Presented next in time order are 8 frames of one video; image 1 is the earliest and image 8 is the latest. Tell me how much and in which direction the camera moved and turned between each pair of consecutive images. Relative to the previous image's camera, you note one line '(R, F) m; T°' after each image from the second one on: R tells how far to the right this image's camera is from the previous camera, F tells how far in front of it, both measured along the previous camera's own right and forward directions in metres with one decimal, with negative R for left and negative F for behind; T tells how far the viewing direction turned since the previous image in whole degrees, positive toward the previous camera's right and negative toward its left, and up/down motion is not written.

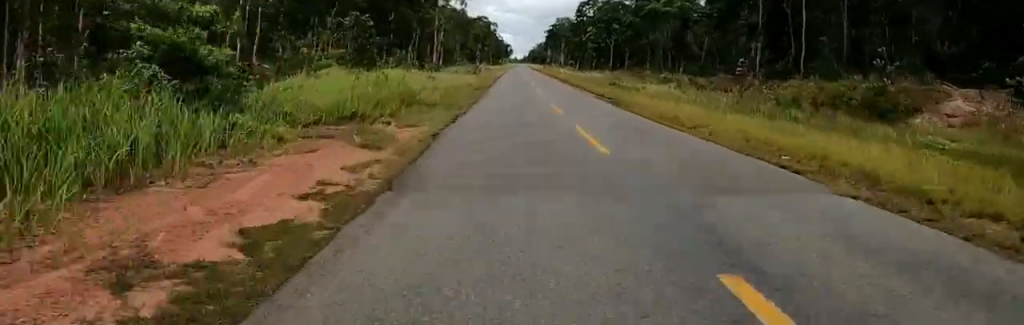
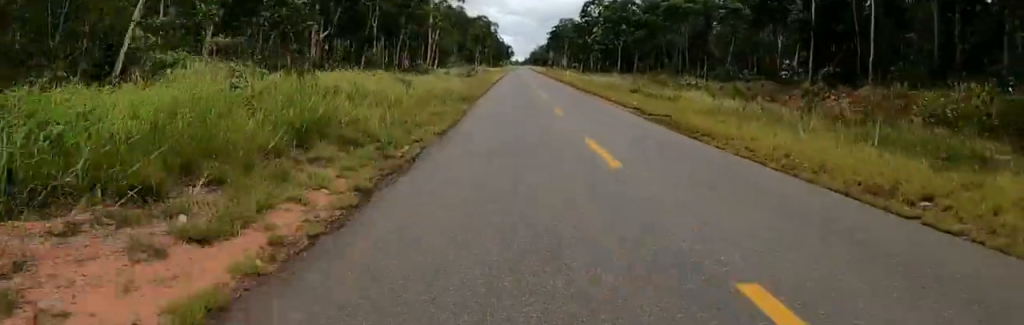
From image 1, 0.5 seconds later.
(-0.1, +8.0) m; +1°
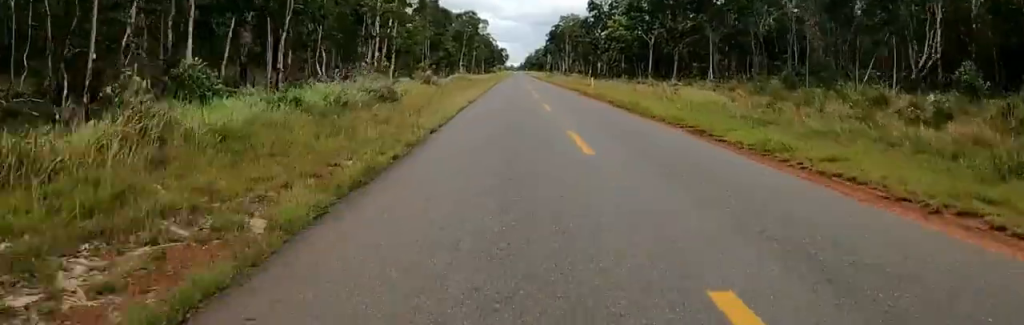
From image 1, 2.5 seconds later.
(+1.6, +31.3) m; +3°
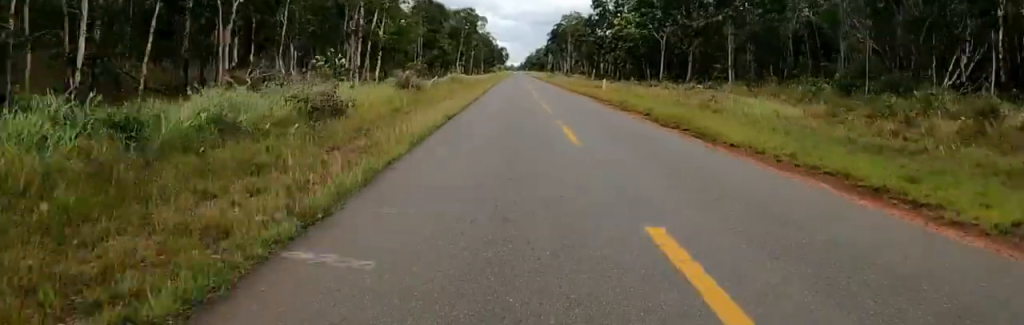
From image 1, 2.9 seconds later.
(0.0, +6.4) m; 0°
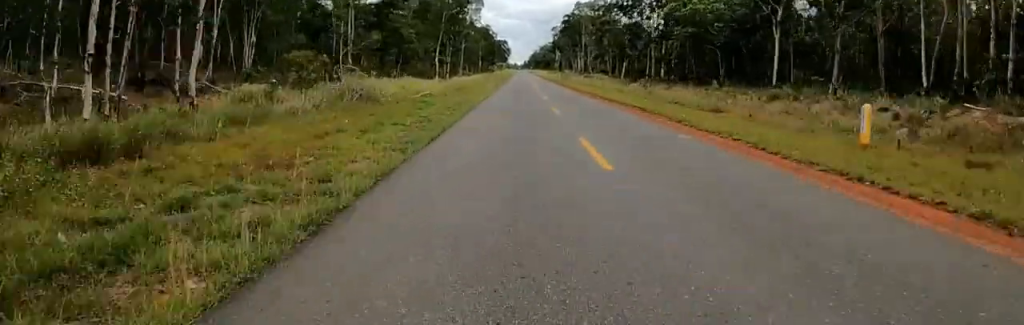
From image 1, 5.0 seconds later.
(0.0, +33.9) m; 0°
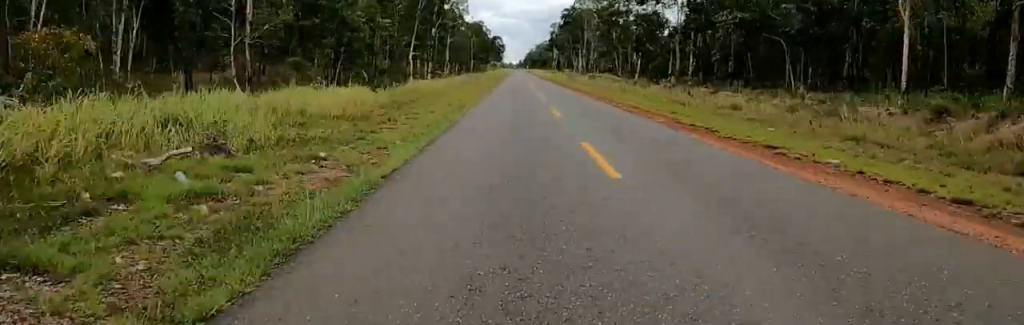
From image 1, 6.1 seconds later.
(0.0, +16.9) m; 0°
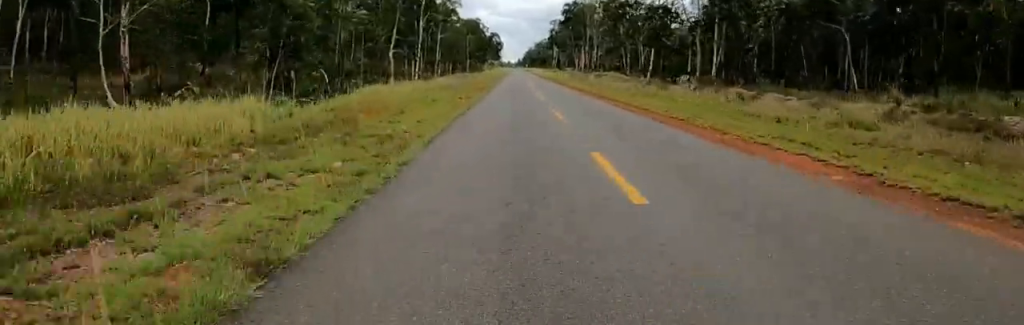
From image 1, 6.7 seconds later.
(0.0, +9.5) m; 0°
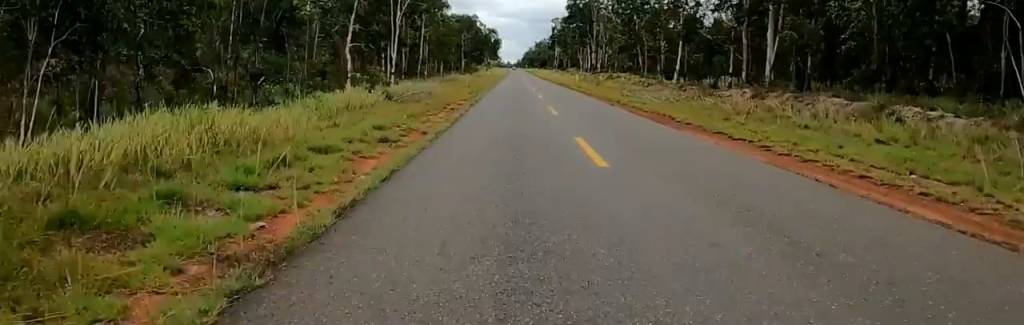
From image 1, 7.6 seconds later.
(0.0, +13.7) m; 0°
